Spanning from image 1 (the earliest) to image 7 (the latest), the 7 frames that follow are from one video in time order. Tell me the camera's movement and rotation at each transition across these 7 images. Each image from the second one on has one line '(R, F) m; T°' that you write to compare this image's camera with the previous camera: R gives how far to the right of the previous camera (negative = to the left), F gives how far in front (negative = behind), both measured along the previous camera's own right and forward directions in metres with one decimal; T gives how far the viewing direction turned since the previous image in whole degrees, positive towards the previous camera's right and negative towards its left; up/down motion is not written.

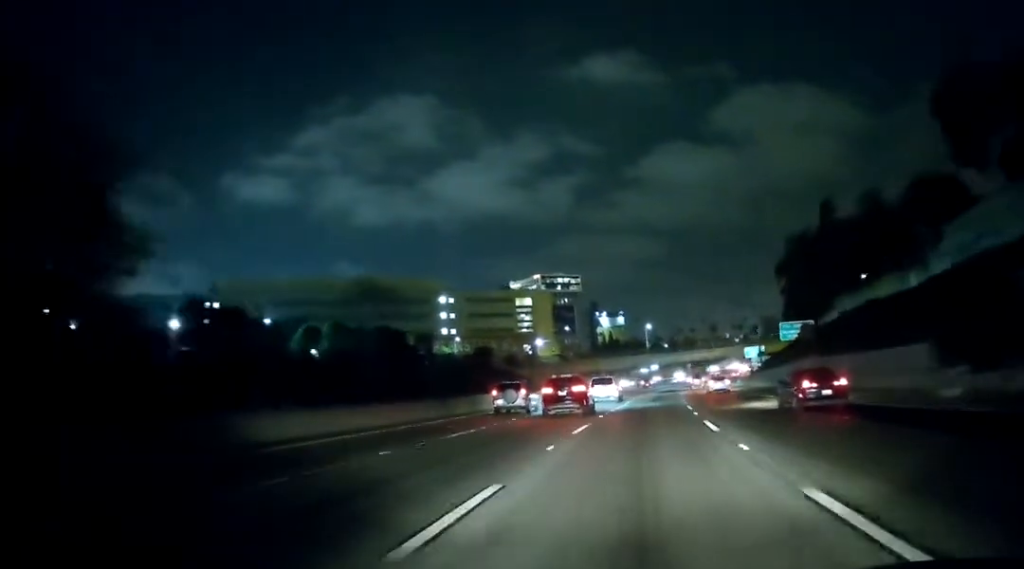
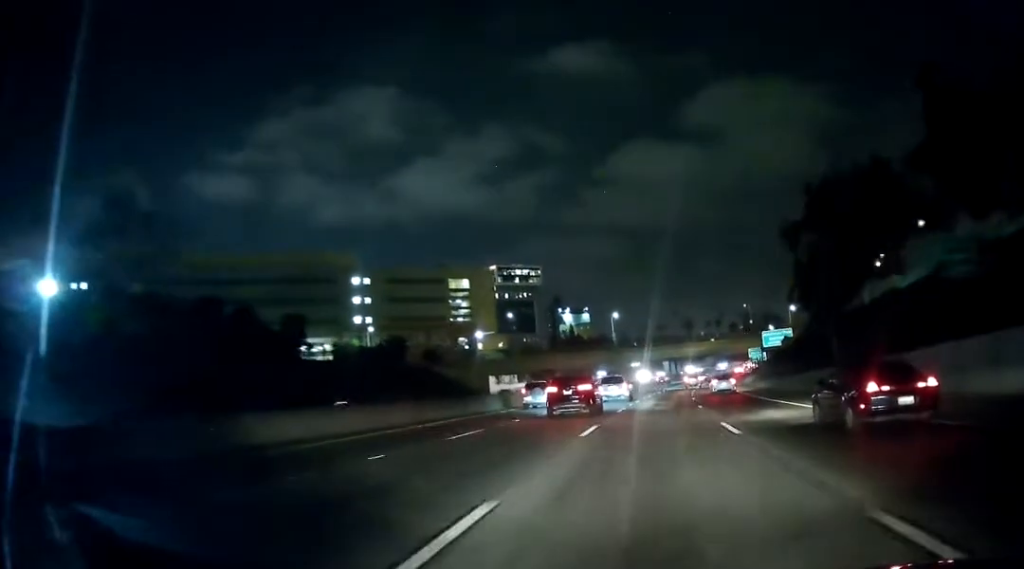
(+1.0, +45.5) m; +2°
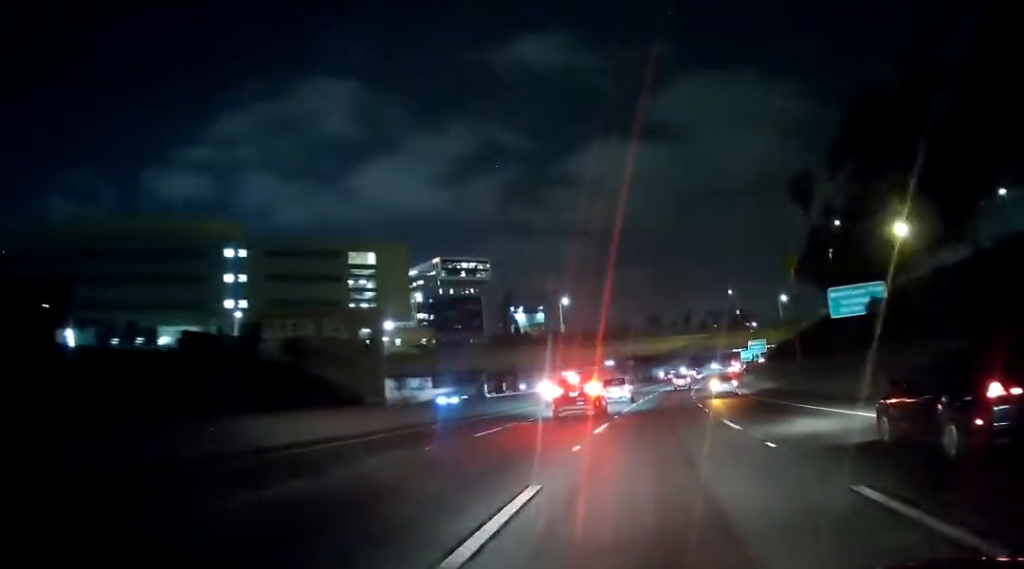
(+0.2, +41.7) m; +2°
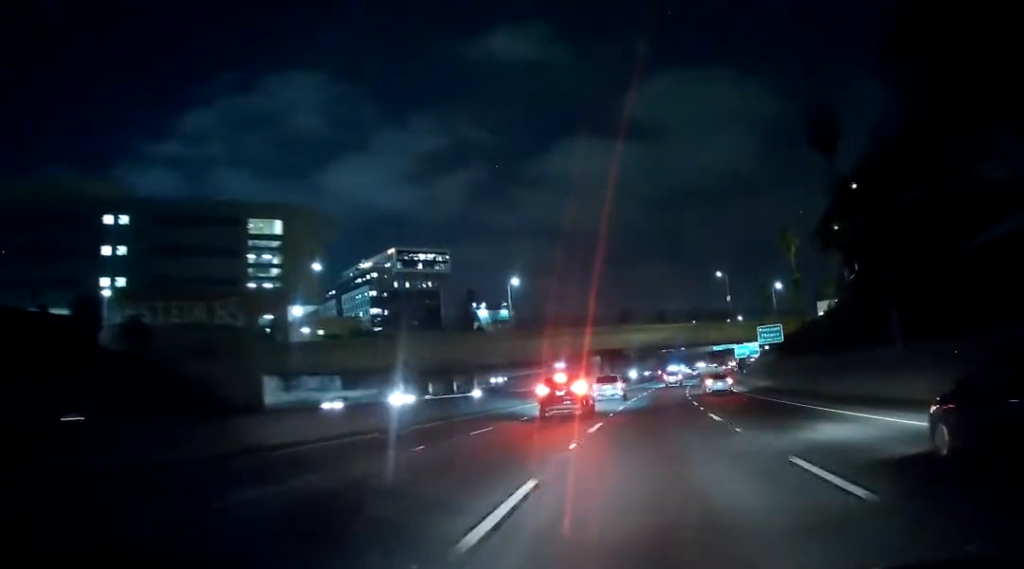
(+1.0, +28.4) m; +4°
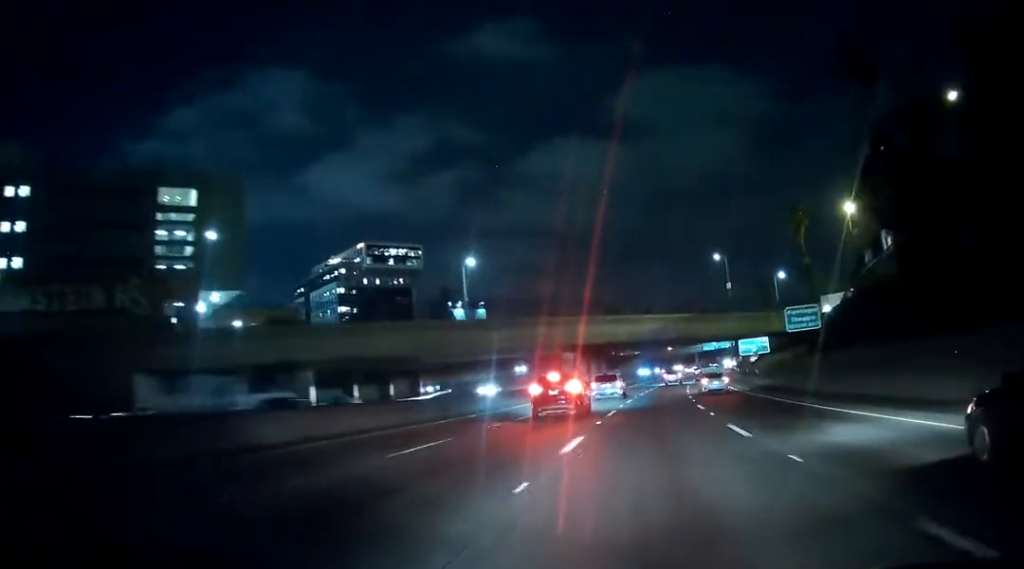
(+0.7, +20.7) m; +1°
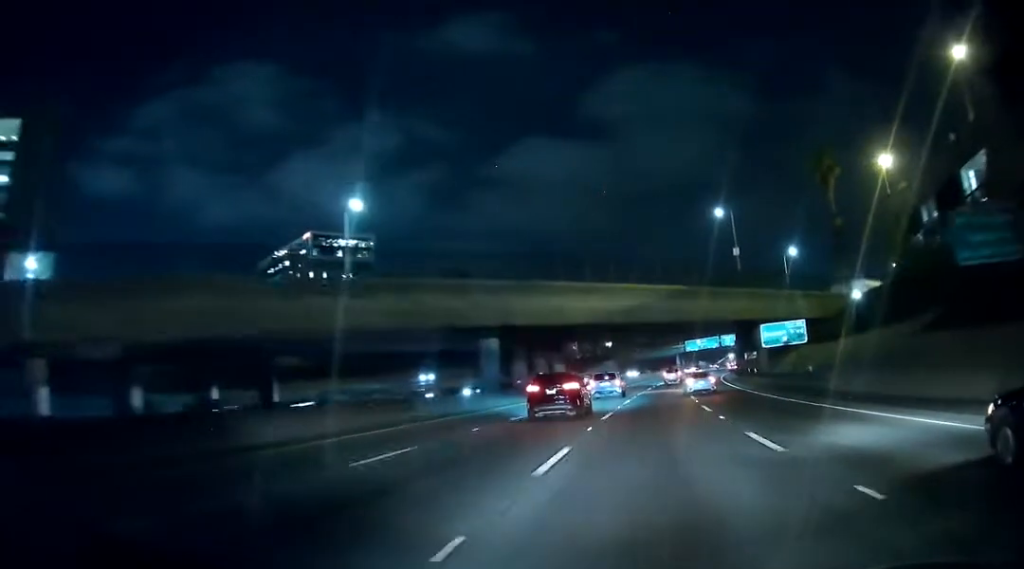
(-0.1, +31.9) m; +1°
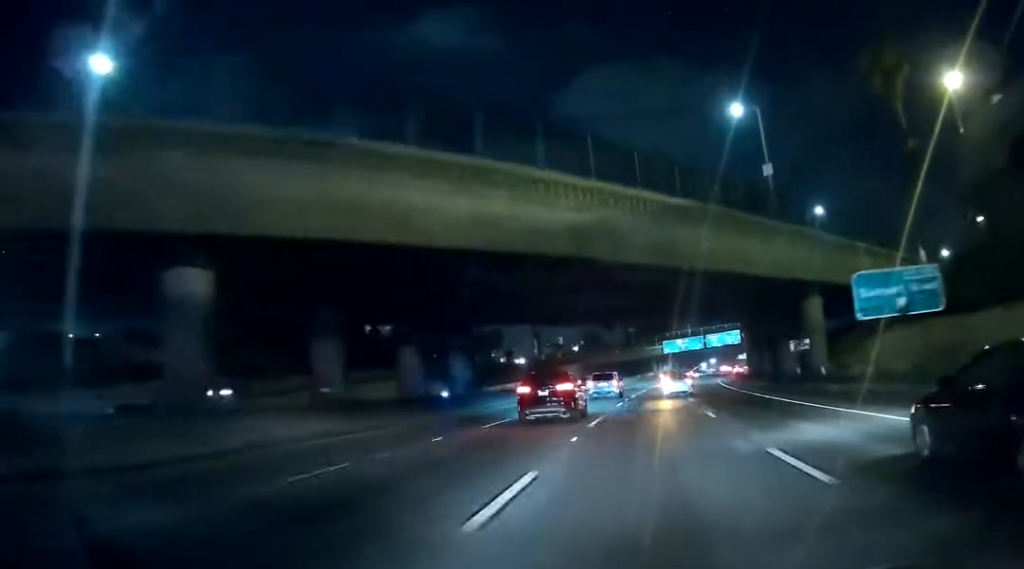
(+1.0, +32.5) m; +2°
